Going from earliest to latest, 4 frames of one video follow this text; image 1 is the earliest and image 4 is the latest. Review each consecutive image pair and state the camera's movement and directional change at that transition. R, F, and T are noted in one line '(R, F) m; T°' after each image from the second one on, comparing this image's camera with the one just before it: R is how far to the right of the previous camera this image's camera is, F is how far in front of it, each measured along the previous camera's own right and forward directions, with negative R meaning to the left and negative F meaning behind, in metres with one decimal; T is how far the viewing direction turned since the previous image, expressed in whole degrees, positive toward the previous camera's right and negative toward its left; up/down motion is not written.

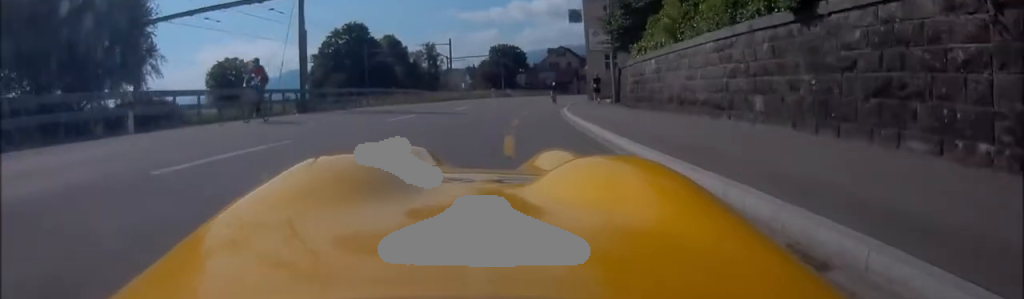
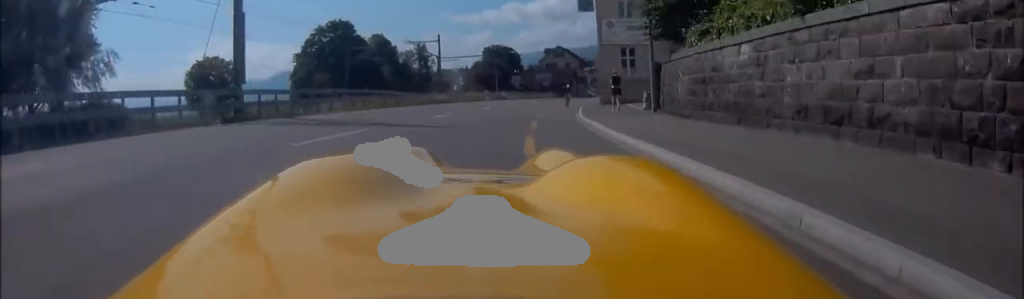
(+0.1, +7.1) m; +2°
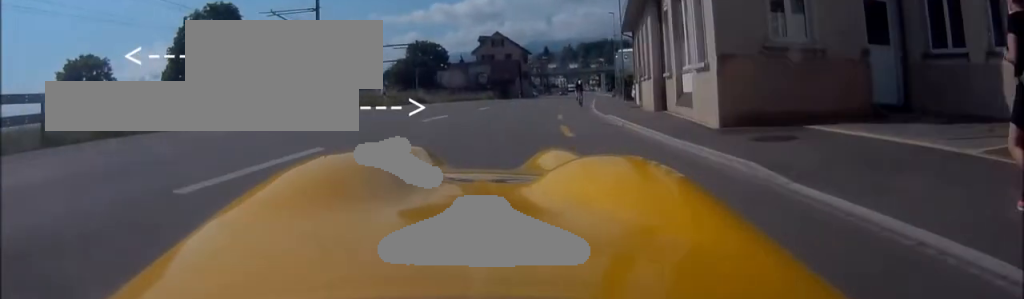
(+1.4, +24.8) m; +7°
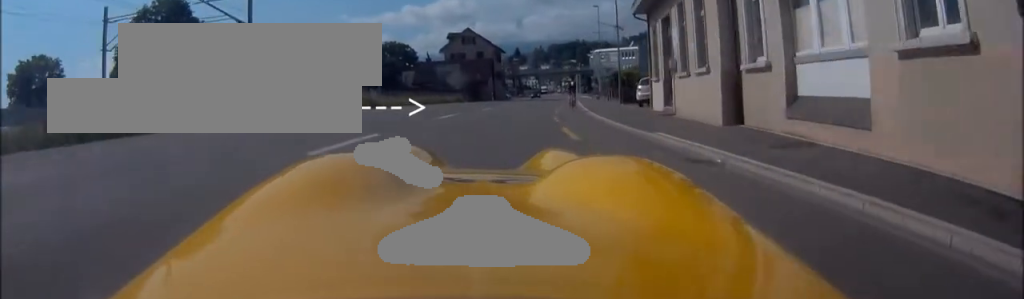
(0.0, +7.5) m; +2°
